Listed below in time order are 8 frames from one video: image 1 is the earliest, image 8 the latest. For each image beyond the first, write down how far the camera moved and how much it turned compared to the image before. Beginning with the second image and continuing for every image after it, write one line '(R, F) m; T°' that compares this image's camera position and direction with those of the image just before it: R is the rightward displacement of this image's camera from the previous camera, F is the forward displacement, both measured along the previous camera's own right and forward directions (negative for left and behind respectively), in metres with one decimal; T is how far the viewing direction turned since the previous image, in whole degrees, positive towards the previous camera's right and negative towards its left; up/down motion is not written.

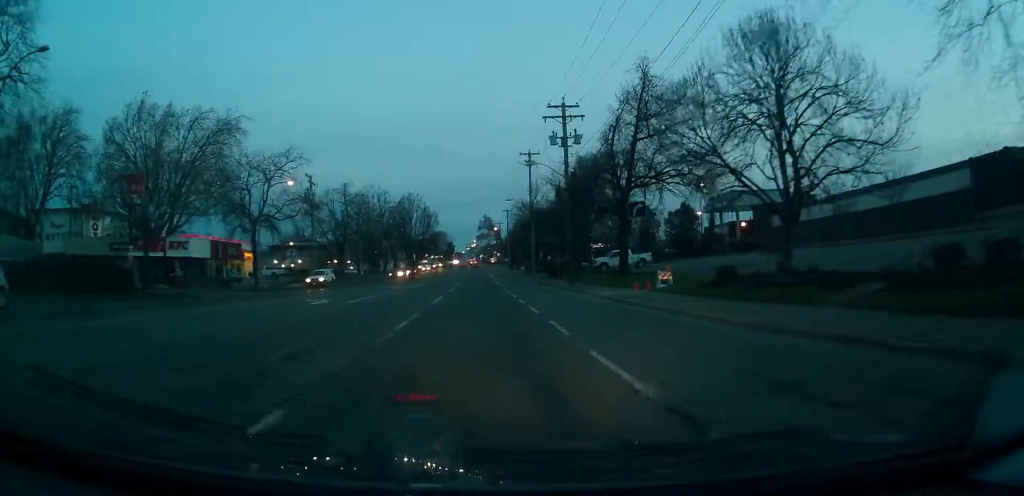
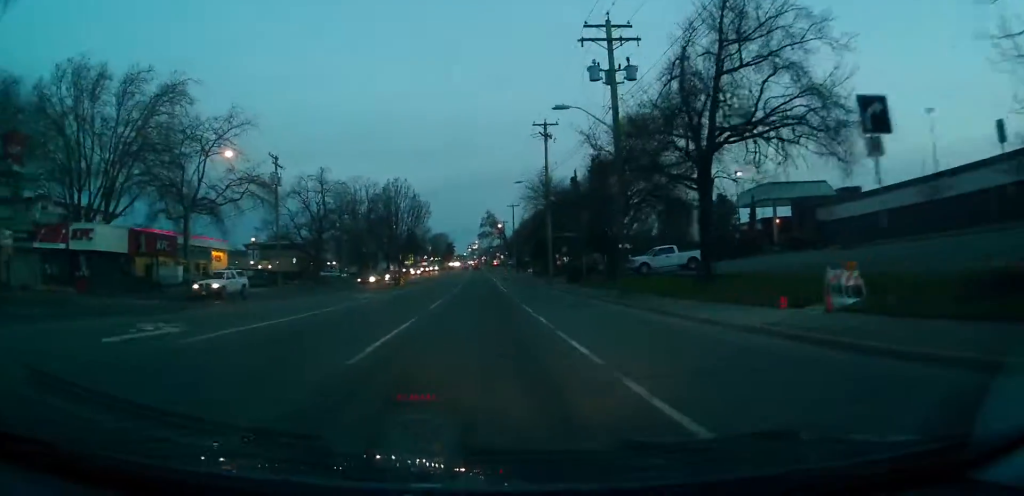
(-0.1, +15.9) m; -1°
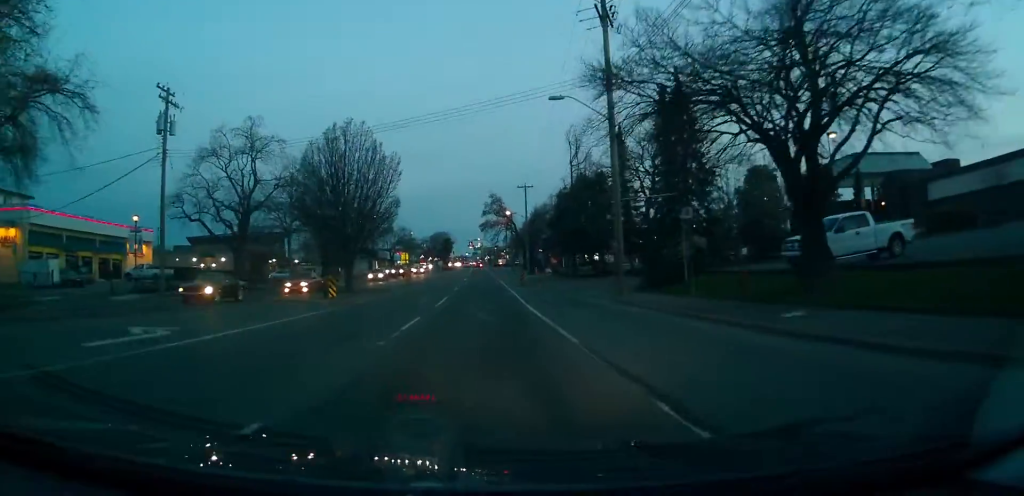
(-0.3, +26.7) m; +1°
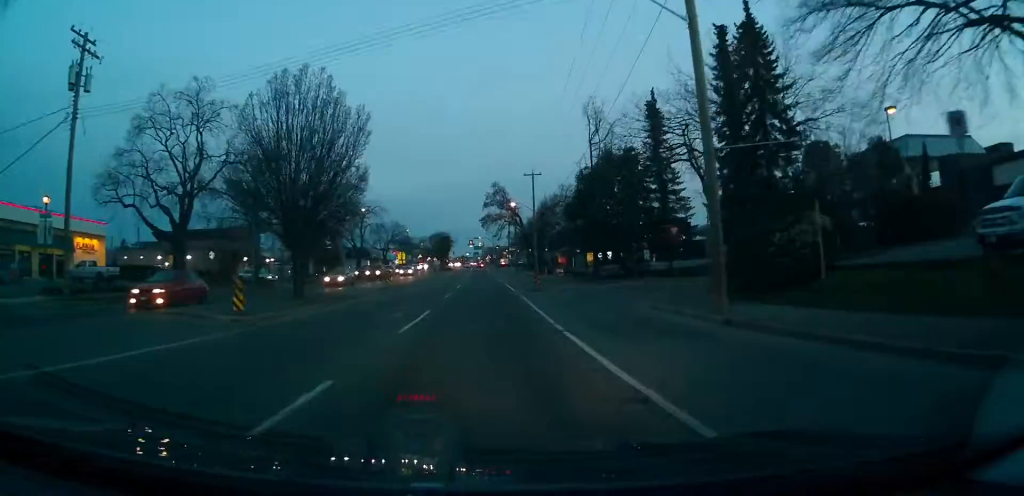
(+0.3, +11.4) m; 0°
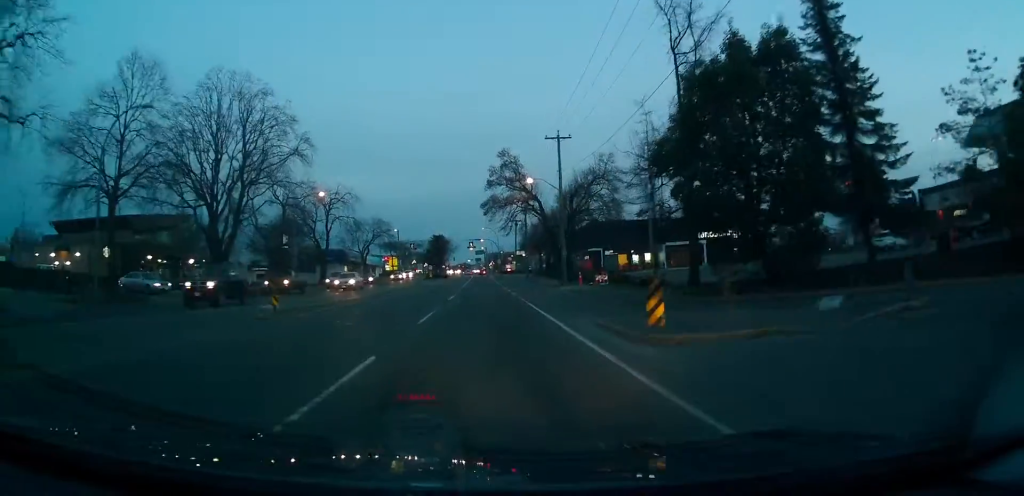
(-0.1, +24.3) m; 0°
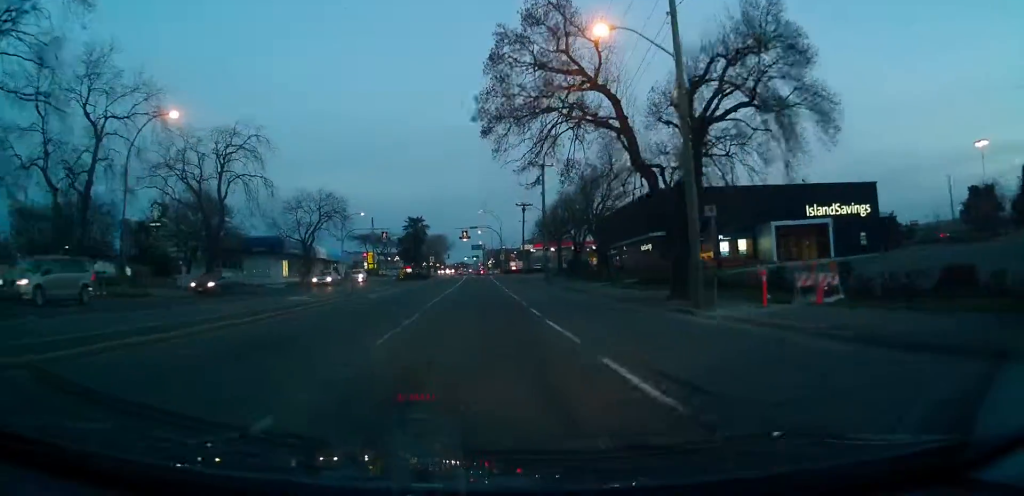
(0.0, +32.6) m; 0°
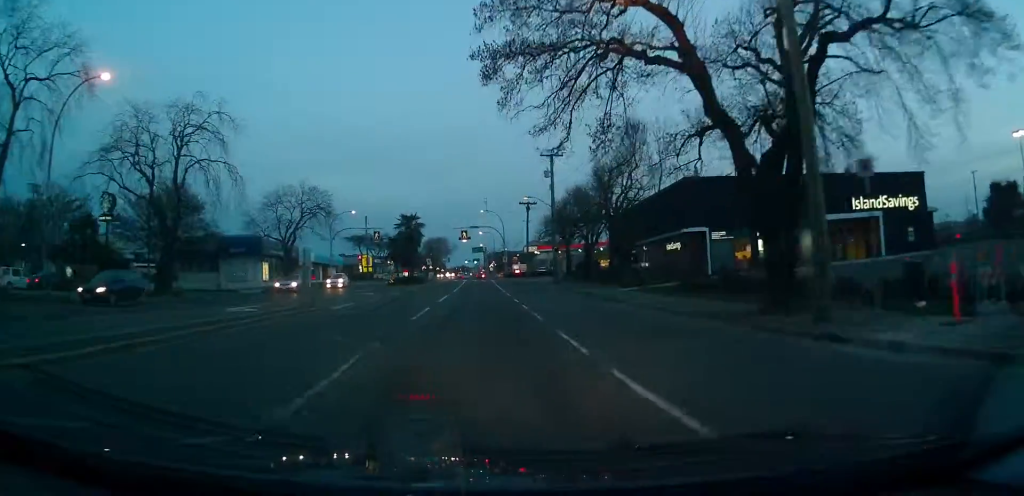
(+0.2, +7.4) m; 0°
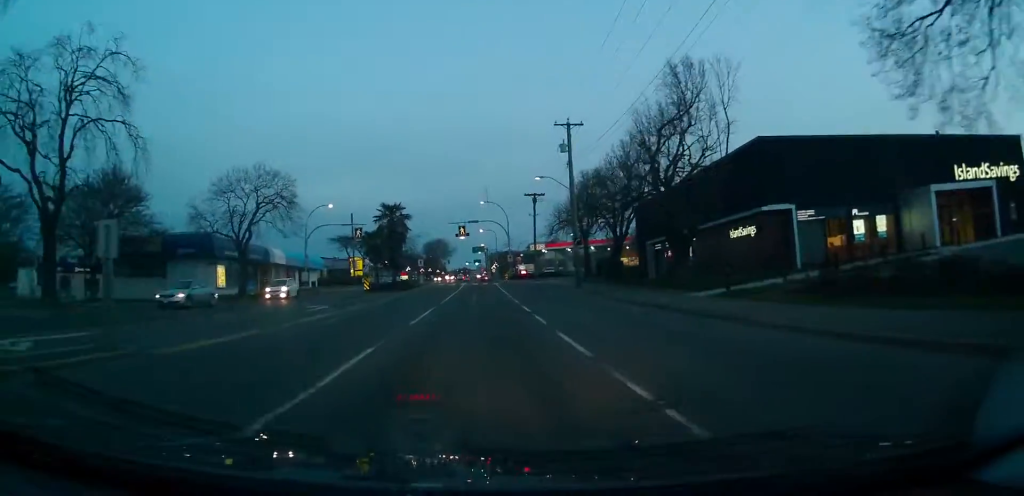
(0.0, +12.5) m; -1°
